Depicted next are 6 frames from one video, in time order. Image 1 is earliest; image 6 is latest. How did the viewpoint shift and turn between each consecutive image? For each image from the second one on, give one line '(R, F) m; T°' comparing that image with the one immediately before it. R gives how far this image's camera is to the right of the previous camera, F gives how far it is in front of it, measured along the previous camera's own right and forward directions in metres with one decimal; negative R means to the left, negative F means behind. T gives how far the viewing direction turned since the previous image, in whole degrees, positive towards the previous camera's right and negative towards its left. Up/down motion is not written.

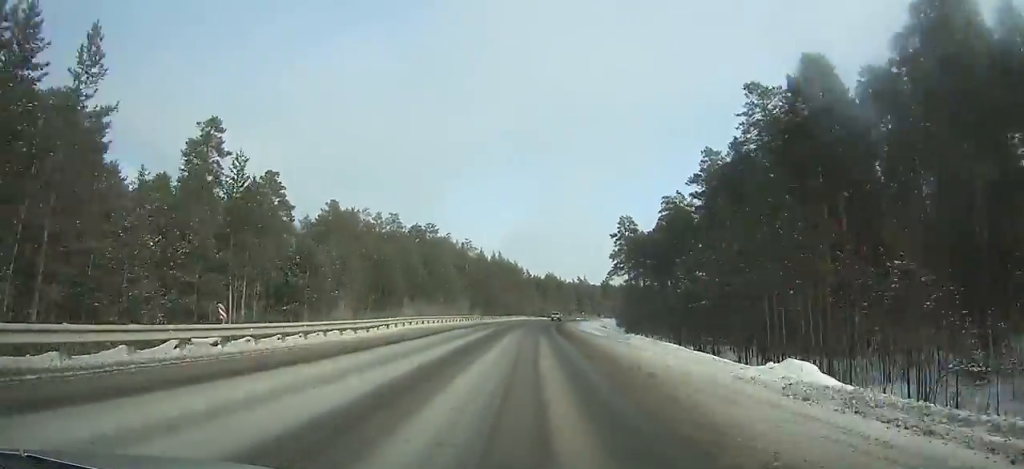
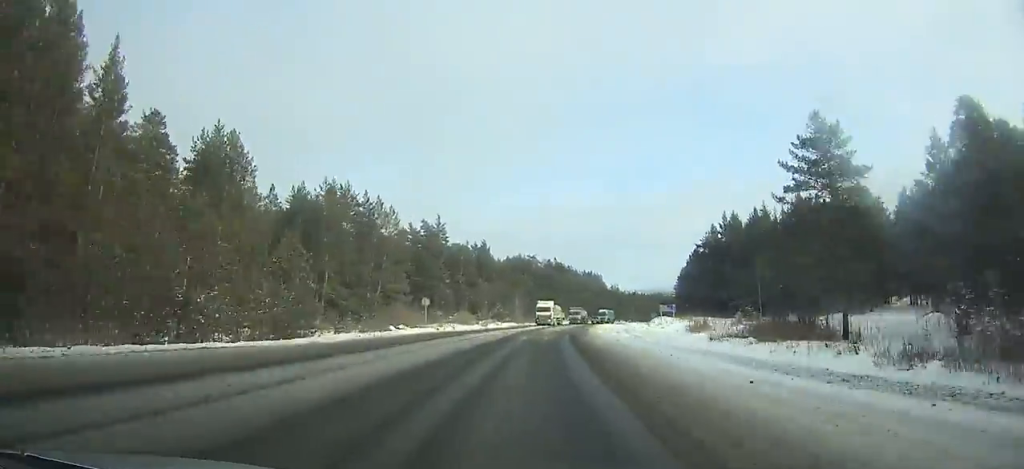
(+17.2, +169.5) m; +15°
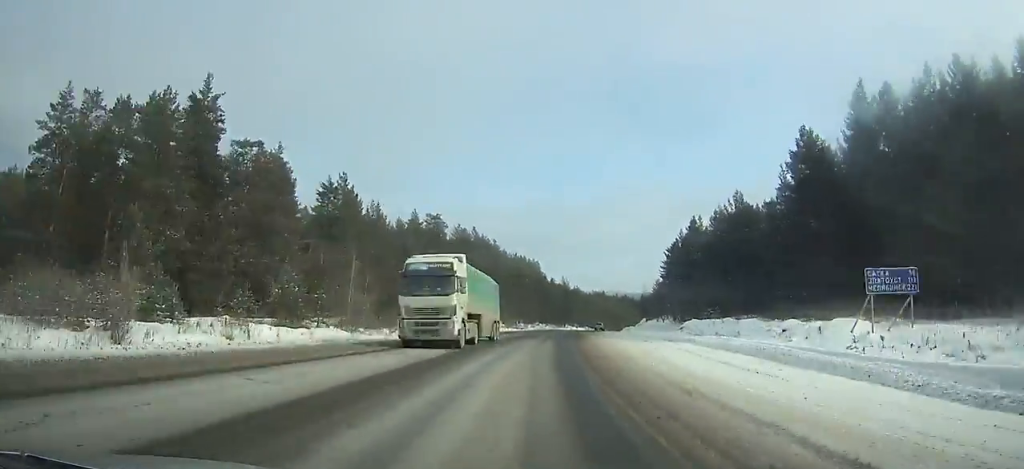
(+5.5, +74.2) m; +8°
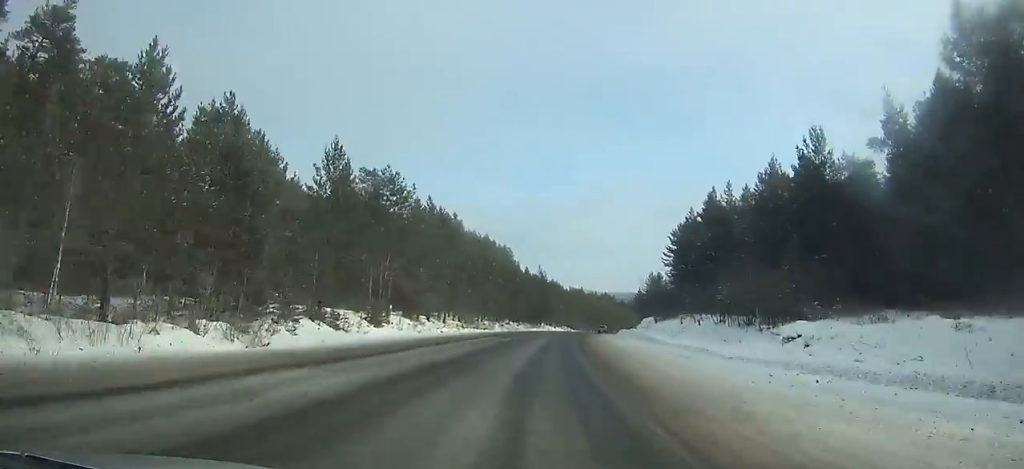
(+0.6, +29.9) m; +3°
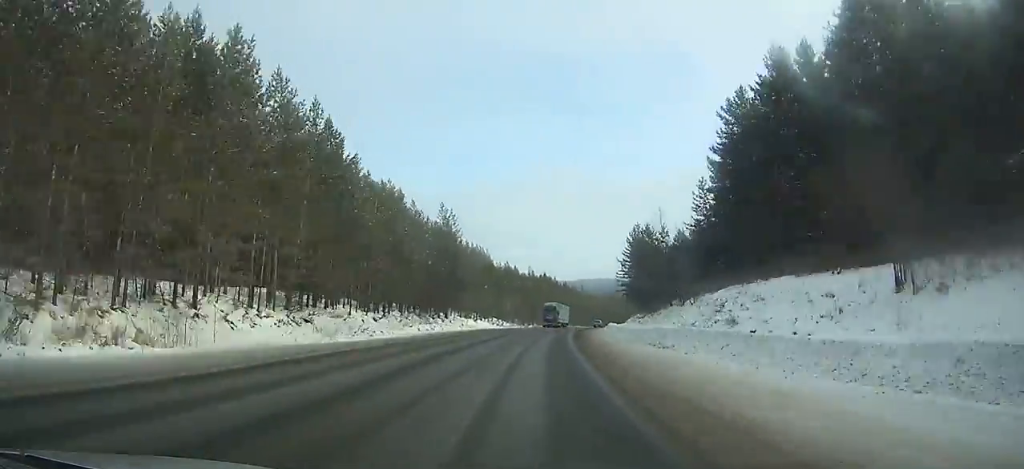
(+3.4, +65.8) m; +5°
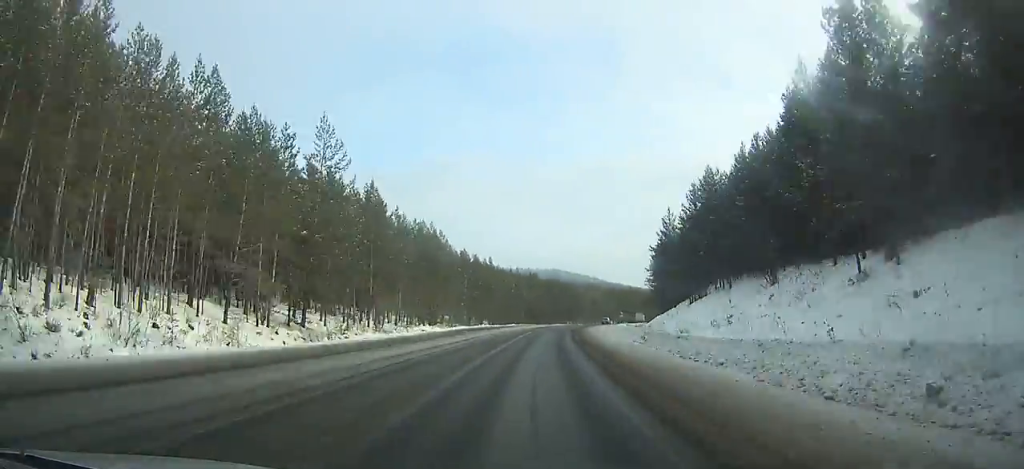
(+6.4, +101.2) m; +9°
